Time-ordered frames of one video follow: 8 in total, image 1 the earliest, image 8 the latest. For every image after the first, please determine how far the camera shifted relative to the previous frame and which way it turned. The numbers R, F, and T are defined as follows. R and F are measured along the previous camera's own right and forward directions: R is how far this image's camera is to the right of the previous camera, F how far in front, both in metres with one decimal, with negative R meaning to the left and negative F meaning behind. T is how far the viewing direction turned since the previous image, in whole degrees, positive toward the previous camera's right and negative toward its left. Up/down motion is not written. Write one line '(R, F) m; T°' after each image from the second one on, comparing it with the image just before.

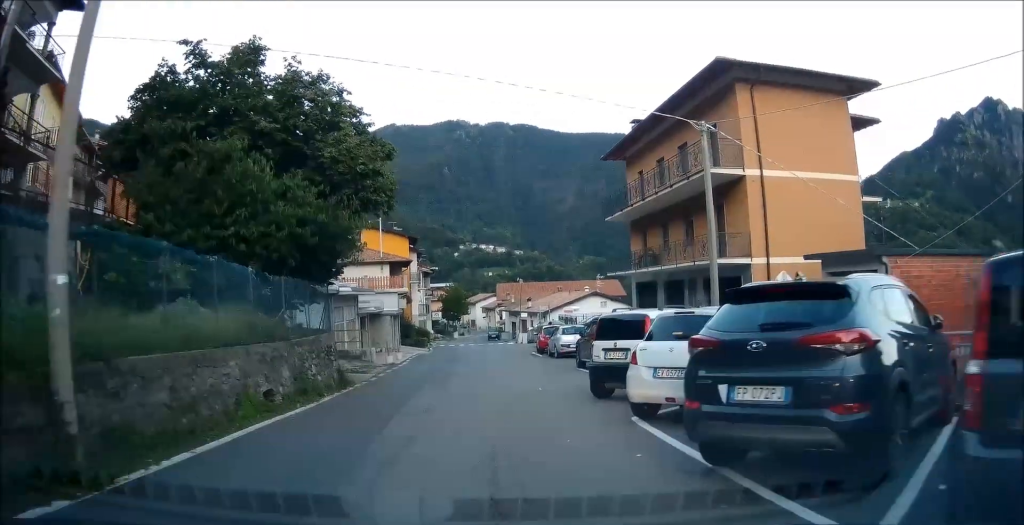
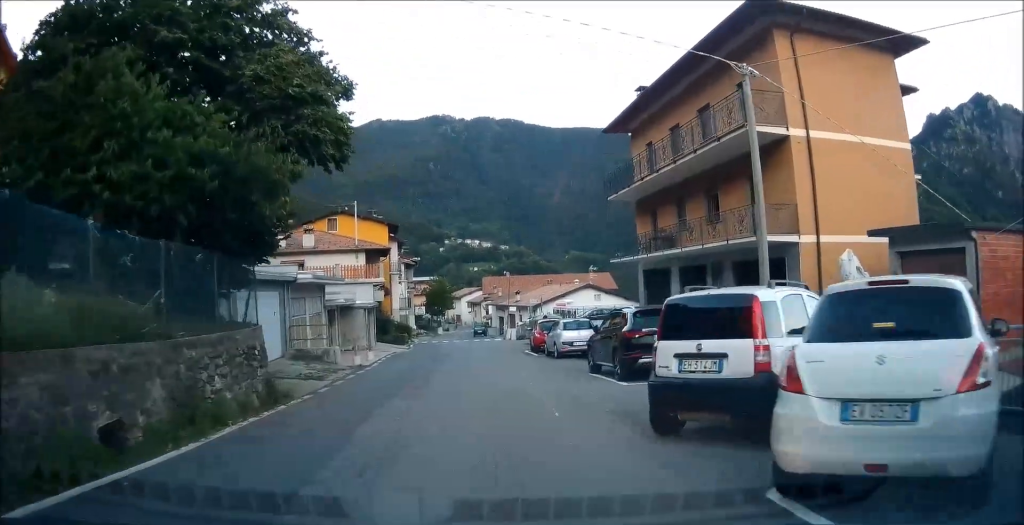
(+0.3, +5.1) m; +3°
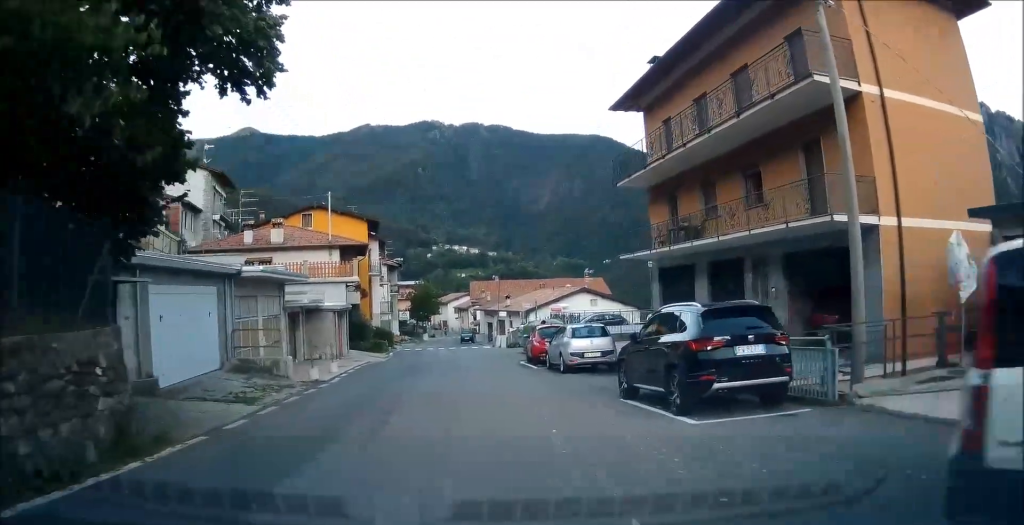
(+0.1, +5.2) m; -1°
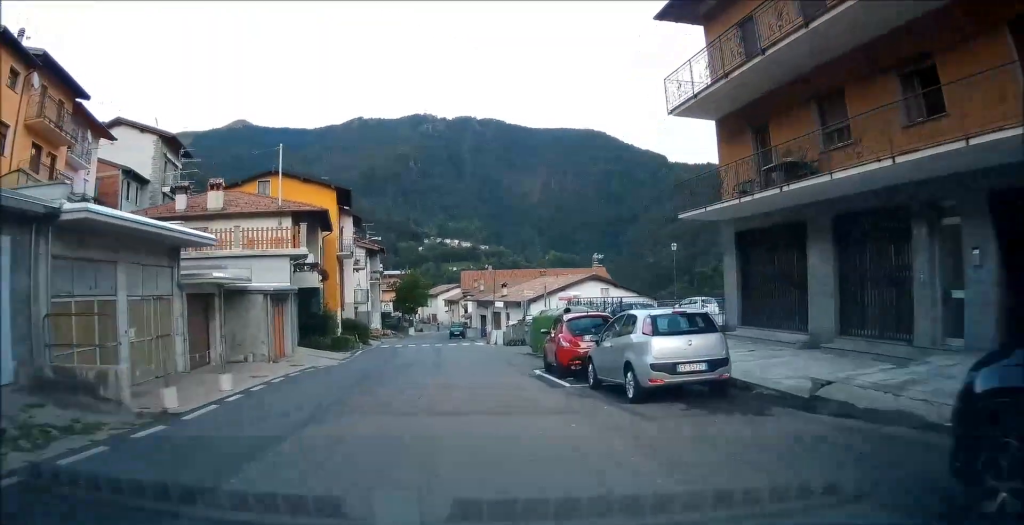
(-0.5, +10.1) m; +1°
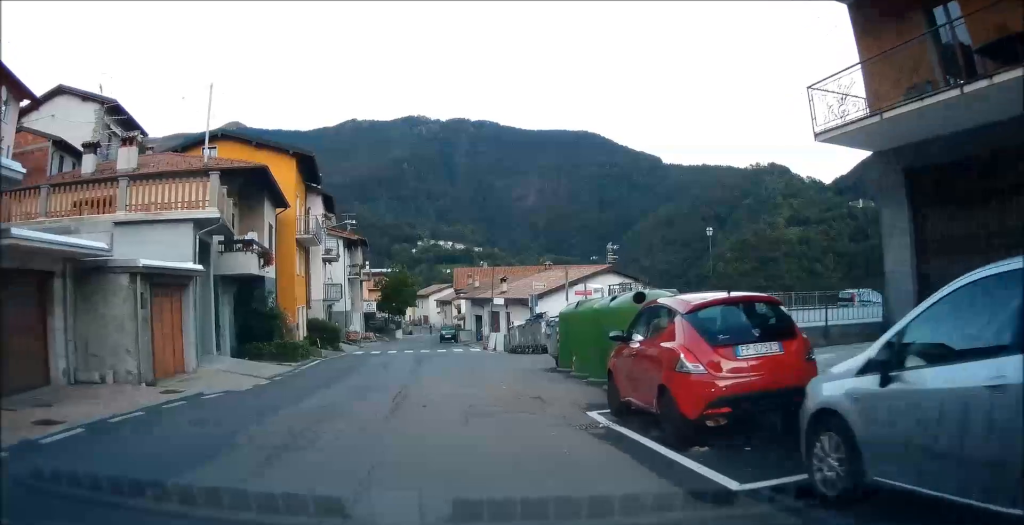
(+1.0, +9.7) m; +4°
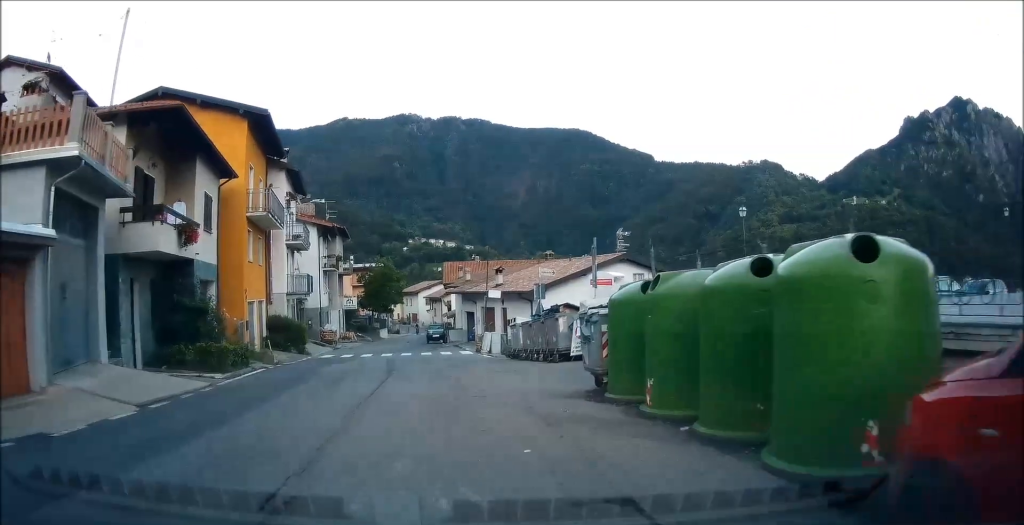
(-0.3, +7.4) m; -2°
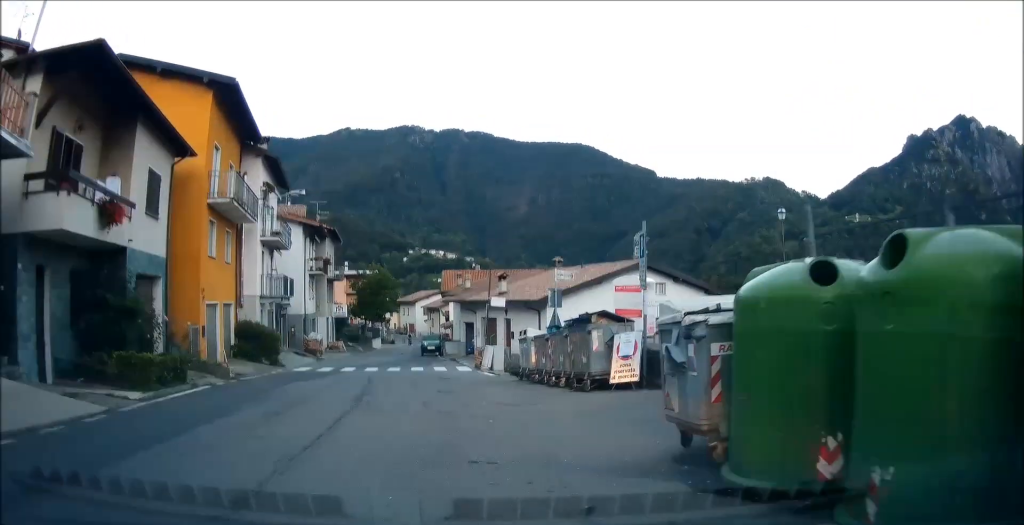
(0.0, +5.4) m; 0°
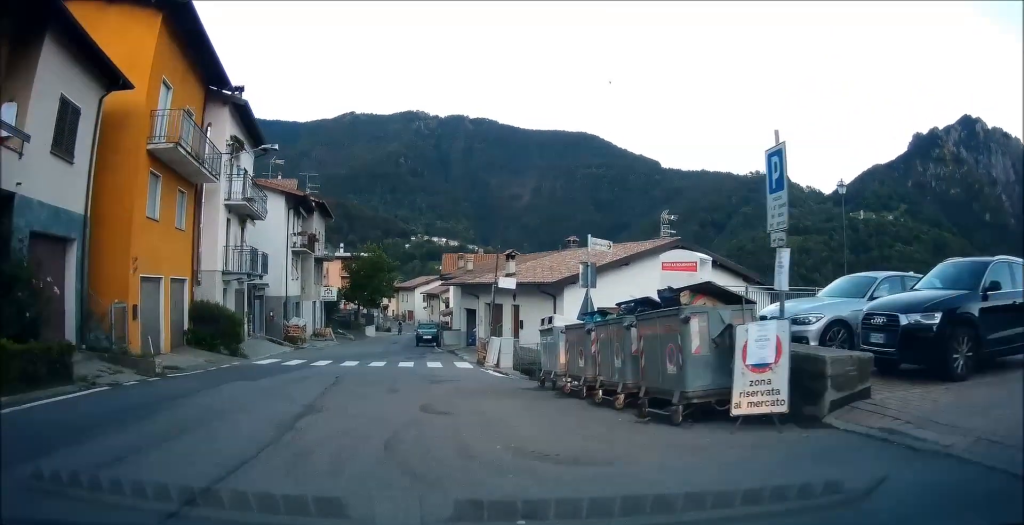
(-0.1, +6.5) m; -4°
